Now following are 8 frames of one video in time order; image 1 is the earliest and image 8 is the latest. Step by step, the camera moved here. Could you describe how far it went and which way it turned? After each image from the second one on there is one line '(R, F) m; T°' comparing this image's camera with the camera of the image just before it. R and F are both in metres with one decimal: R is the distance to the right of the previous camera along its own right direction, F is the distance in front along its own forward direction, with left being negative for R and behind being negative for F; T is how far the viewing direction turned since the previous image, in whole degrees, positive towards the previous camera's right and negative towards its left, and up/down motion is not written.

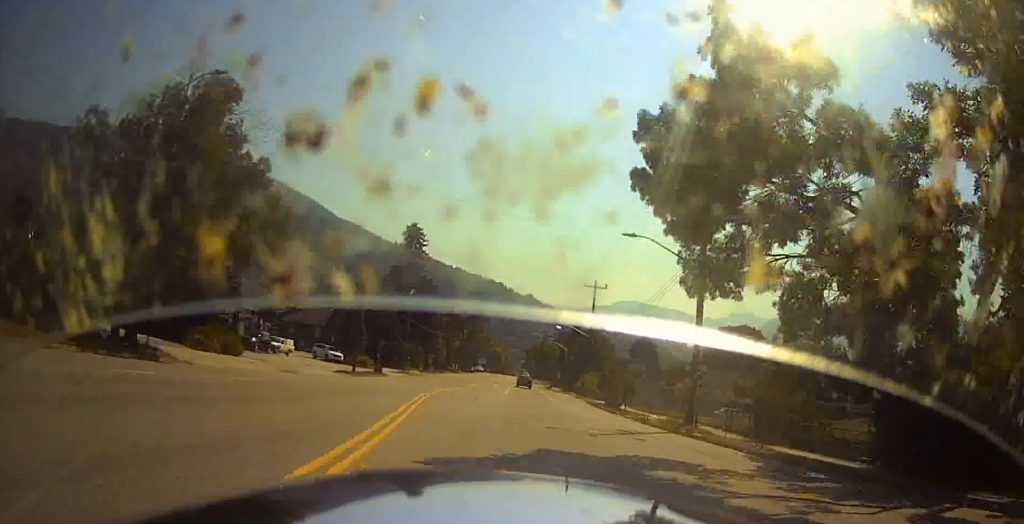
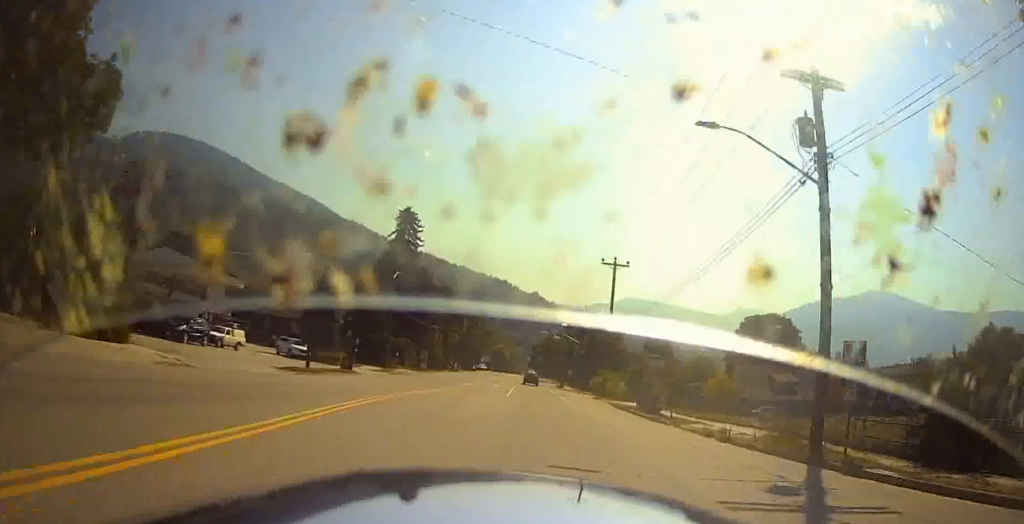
(+0.1, +11.9) m; 0°
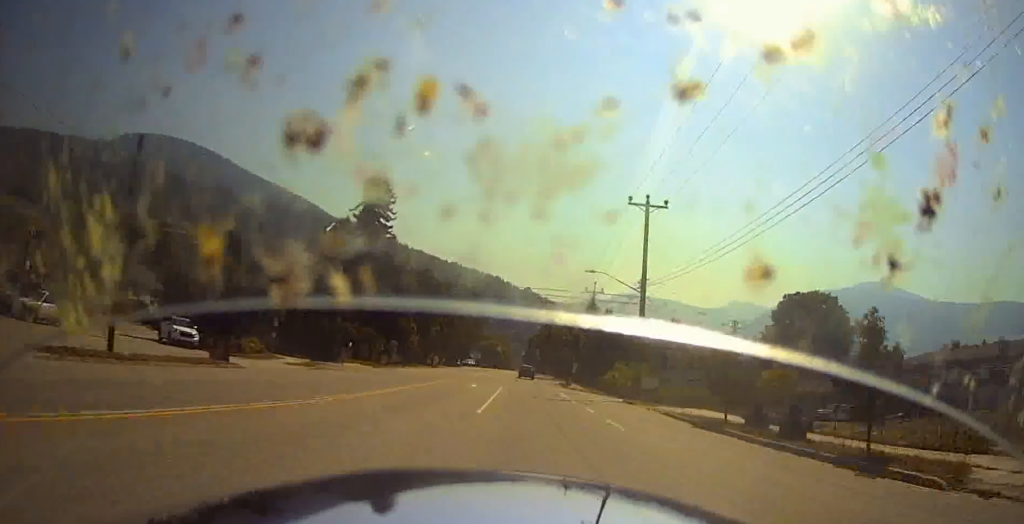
(-0.2, +19.7) m; -1°
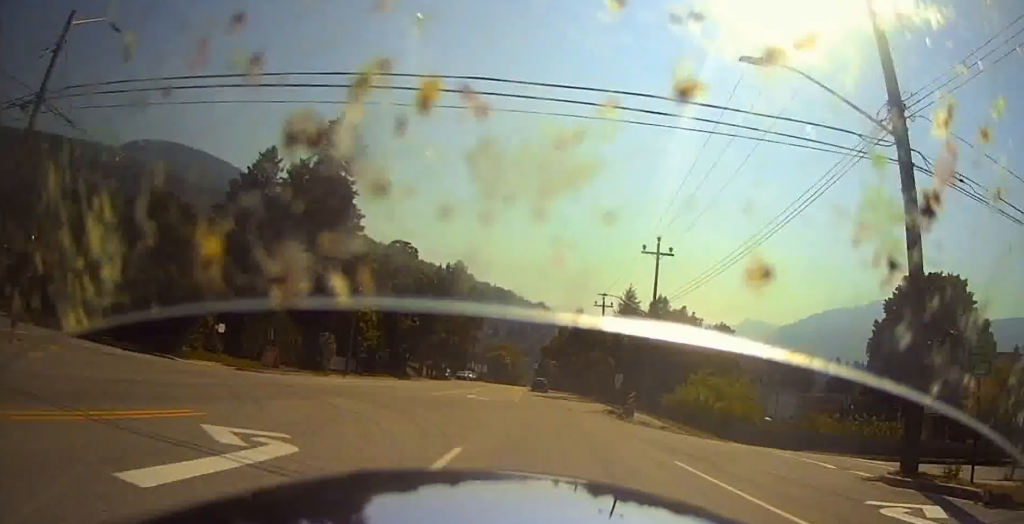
(-0.1, +31.2) m; 0°
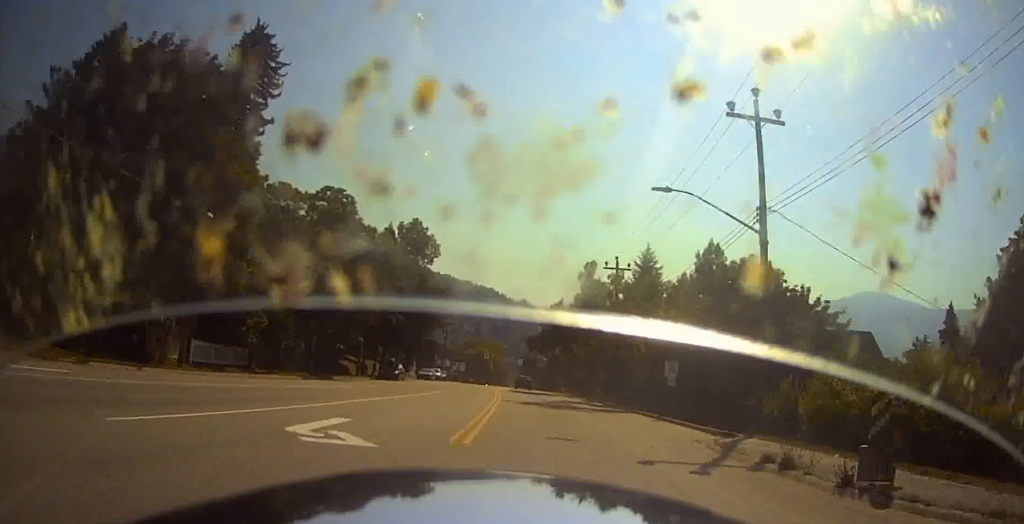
(0.0, +23.1) m; 0°
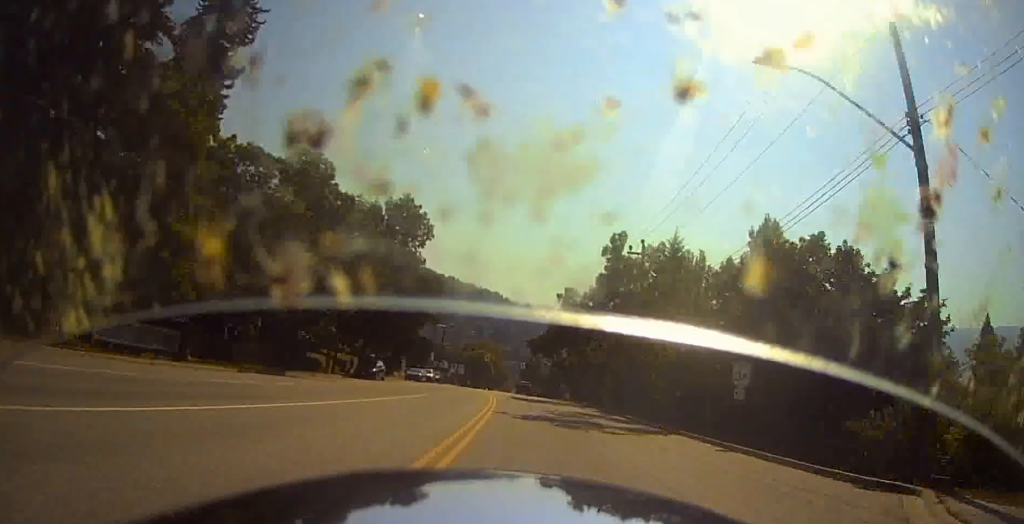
(0.0, +9.3) m; 0°
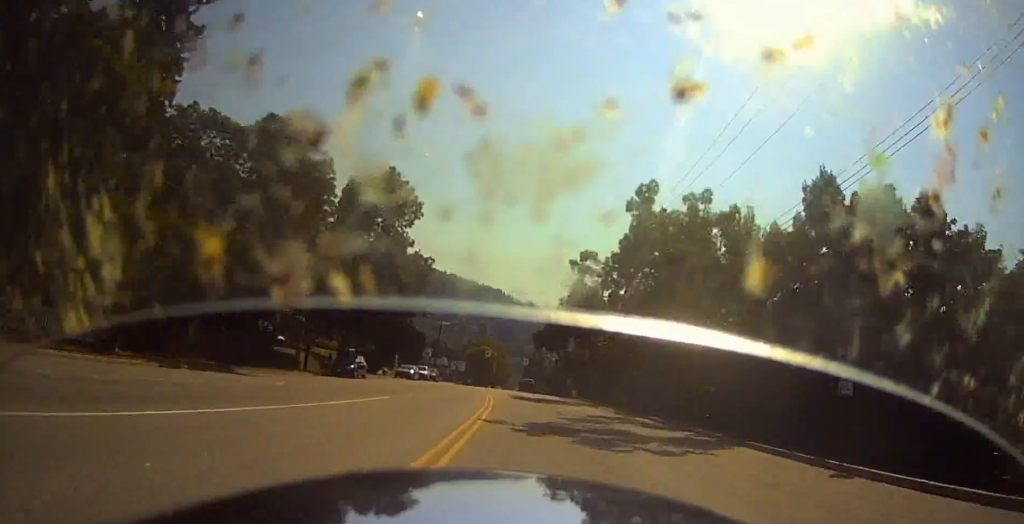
(0.0, +6.9) m; 0°
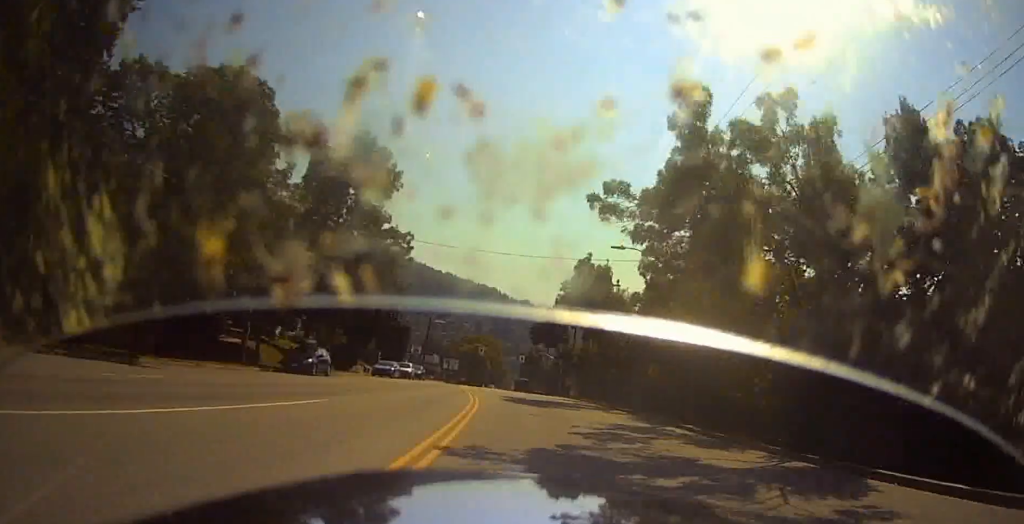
(0.0, +7.4) m; 0°
